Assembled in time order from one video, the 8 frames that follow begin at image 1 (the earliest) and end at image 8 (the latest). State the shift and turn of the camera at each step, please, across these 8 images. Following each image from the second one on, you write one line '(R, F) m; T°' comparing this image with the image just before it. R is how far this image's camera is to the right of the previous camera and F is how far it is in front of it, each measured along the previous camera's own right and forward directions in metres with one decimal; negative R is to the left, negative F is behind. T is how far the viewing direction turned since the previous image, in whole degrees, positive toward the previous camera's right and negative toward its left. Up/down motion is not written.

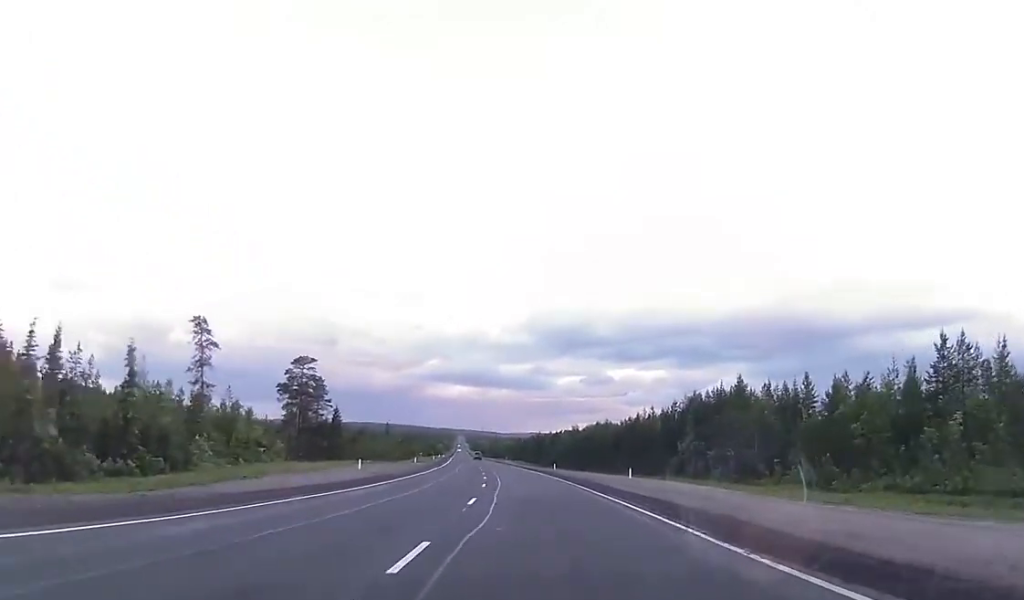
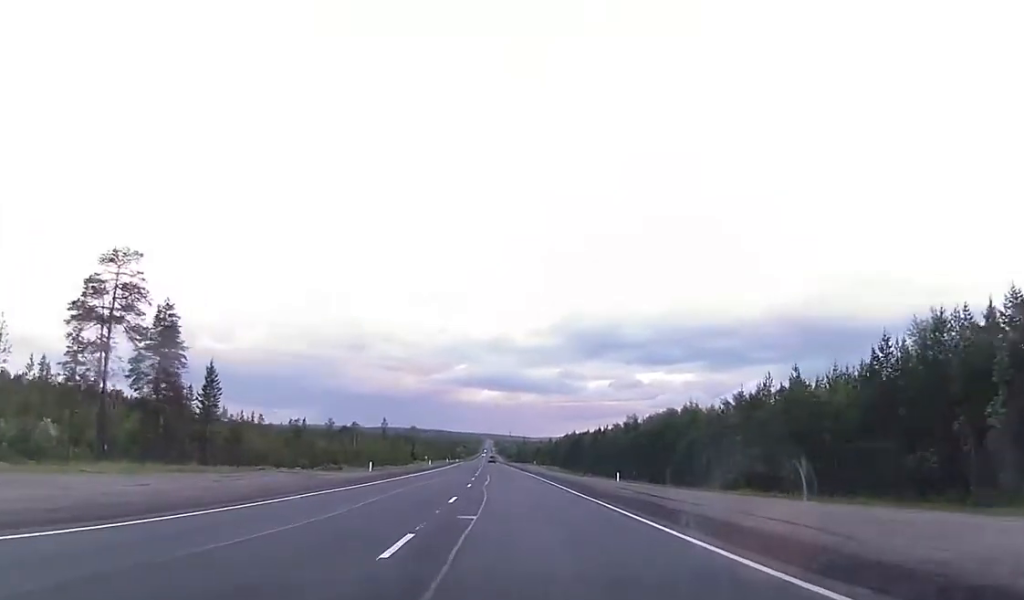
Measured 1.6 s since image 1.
(-1.4, +46.3) m; -3°
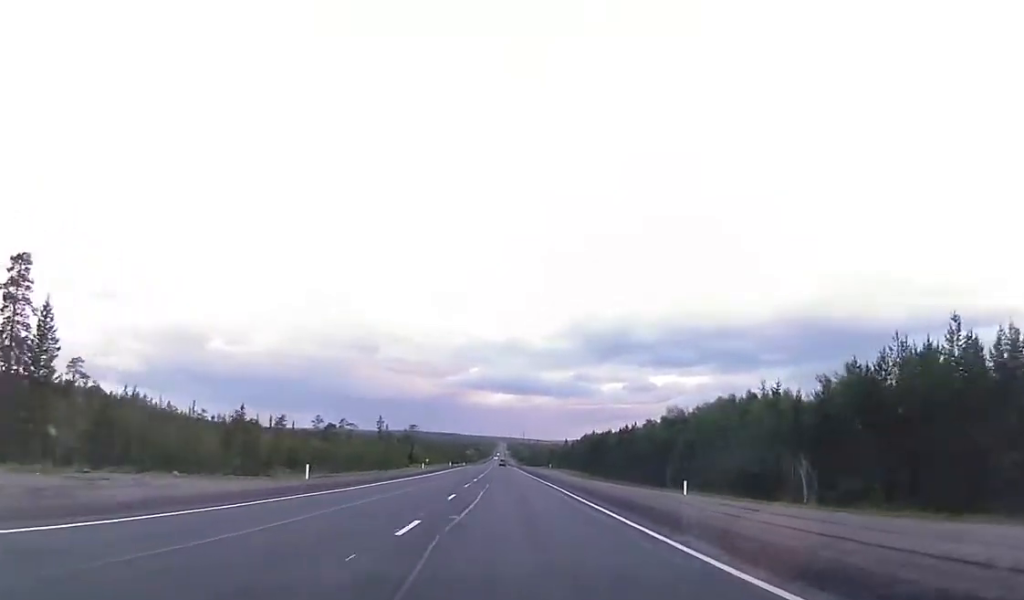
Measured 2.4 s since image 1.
(-0.2, +21.0) m; -1°
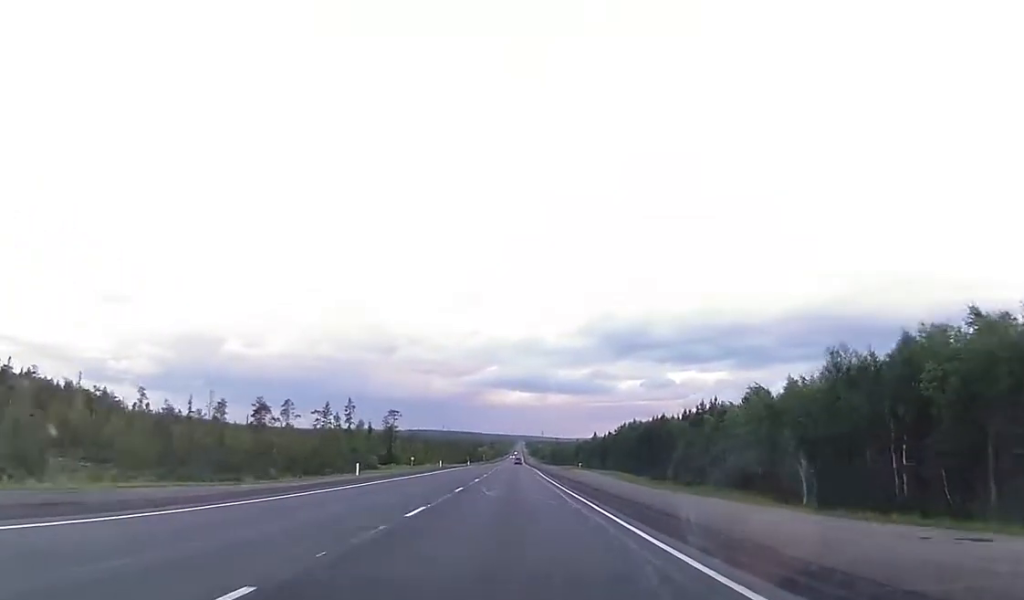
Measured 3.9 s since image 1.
(-0.3, +42.9) m; -1°
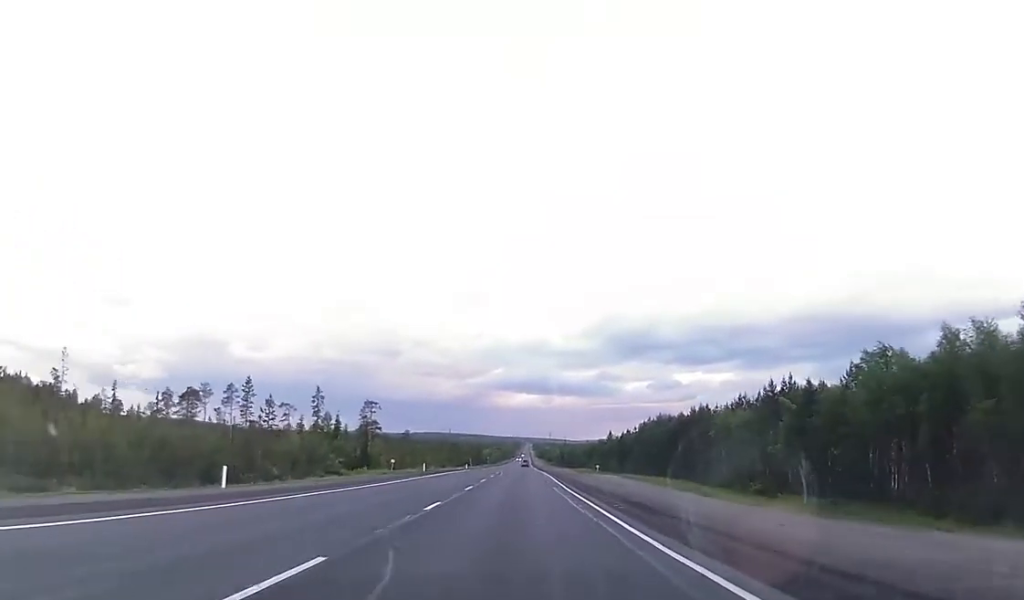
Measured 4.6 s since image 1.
(-0.2, +22.0) m; -1°
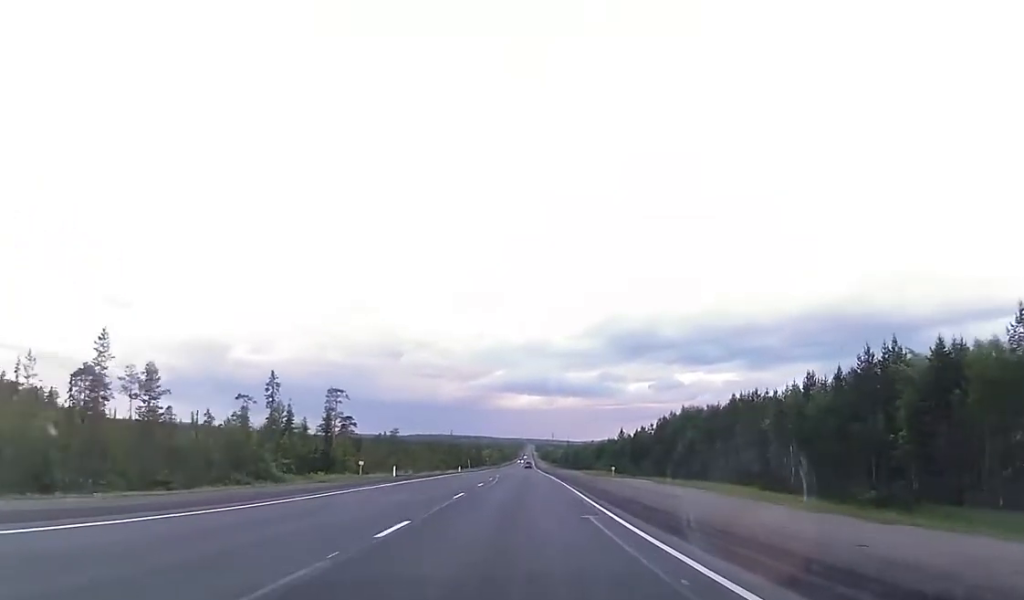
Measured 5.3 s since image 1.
(-0.2, +18.2) m; -1°
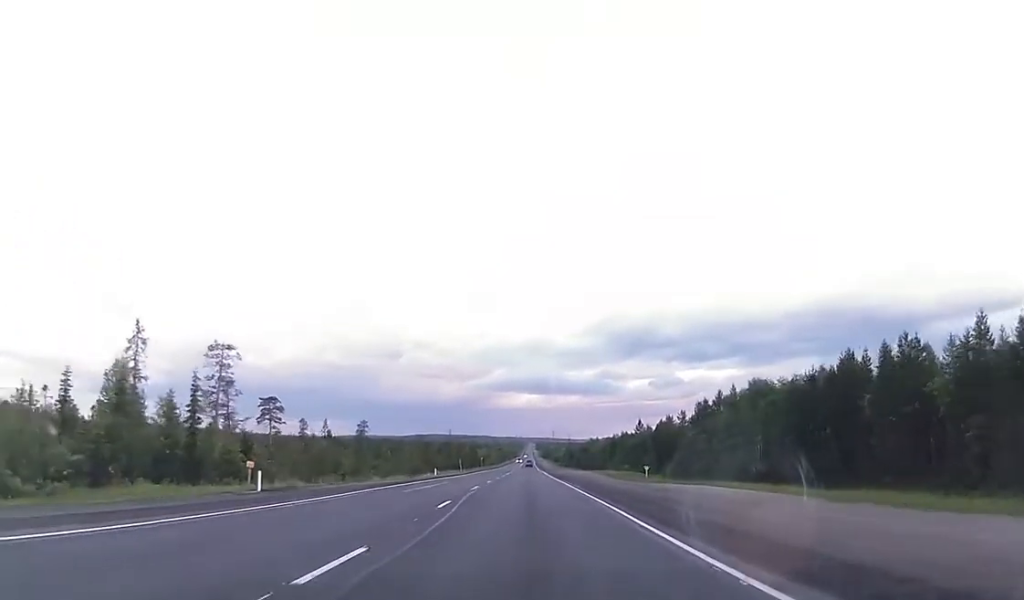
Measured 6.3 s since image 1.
(0.0, +28.8) m; 0°
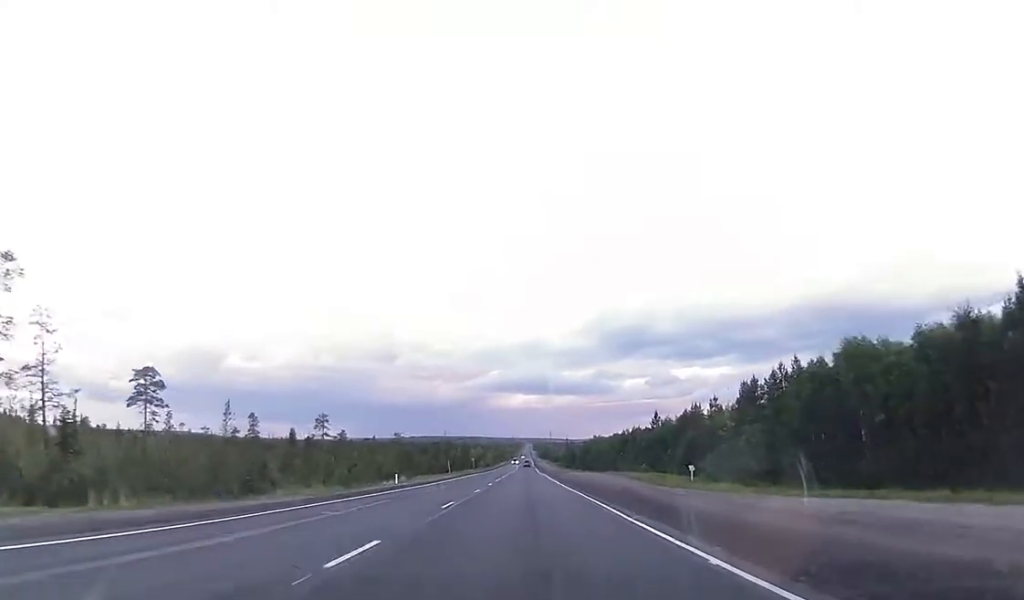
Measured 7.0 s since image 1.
(-0.1, +22.2) m; 0°
